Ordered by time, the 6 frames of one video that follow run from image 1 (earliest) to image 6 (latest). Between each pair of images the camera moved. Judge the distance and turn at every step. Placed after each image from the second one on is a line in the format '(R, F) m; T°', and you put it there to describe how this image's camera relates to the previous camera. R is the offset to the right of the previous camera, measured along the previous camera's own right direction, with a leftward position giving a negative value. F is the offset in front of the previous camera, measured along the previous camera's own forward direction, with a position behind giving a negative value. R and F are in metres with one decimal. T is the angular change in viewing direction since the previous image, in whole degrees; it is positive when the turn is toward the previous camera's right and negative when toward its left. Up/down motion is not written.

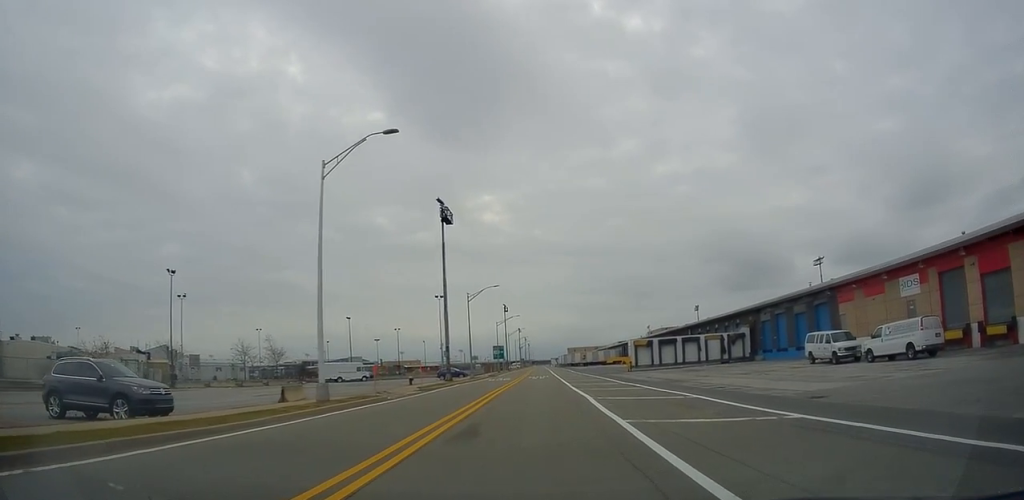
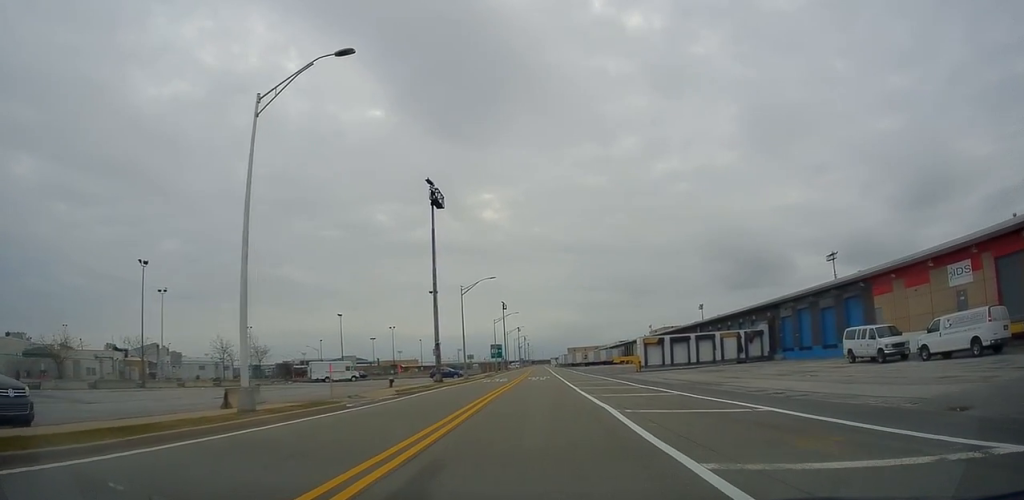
(0.0, +6.2) m; -2°
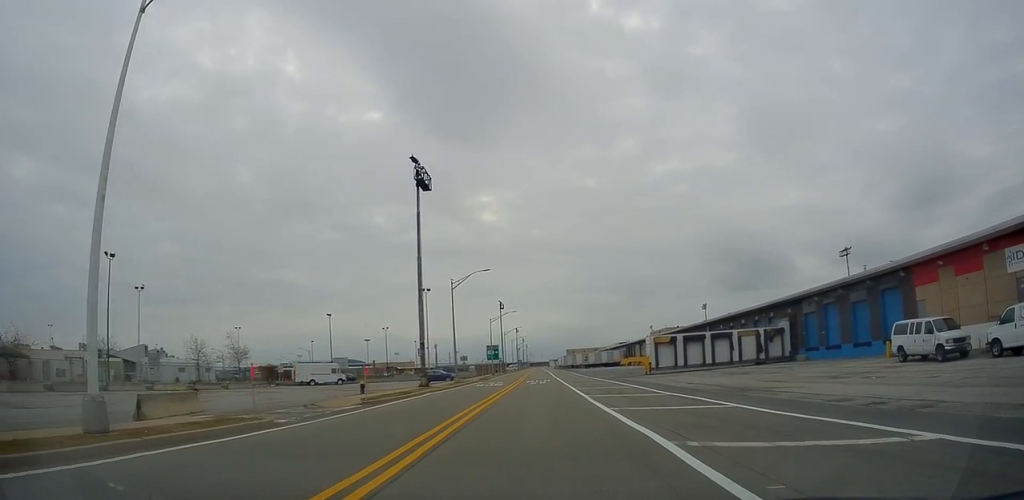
(-0.2, +6.5) m; 0°
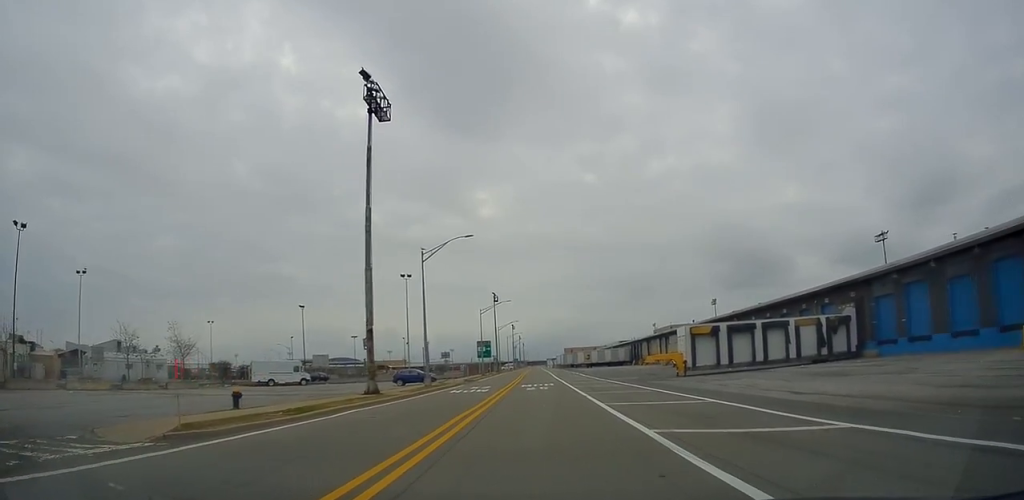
(+0.4, +14.4) m; +3°
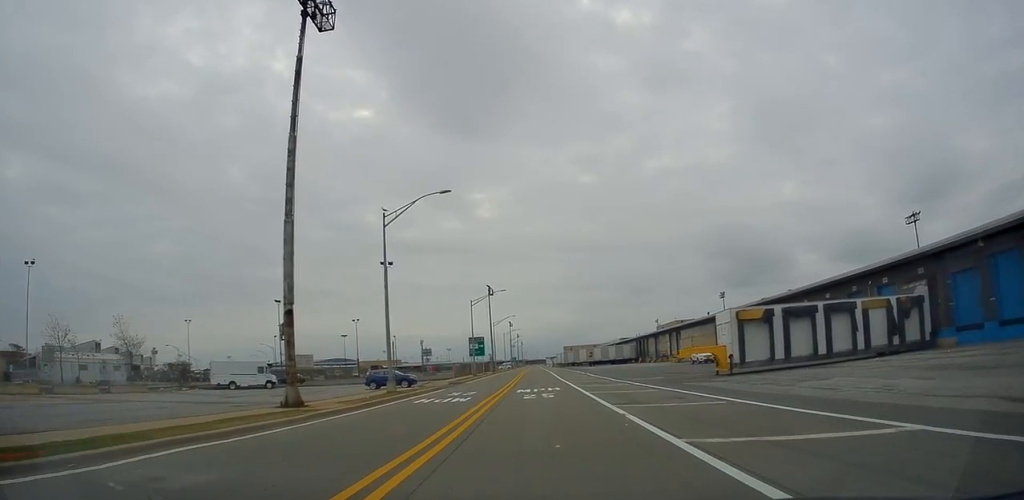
(0.0, +10.3) m; 0°
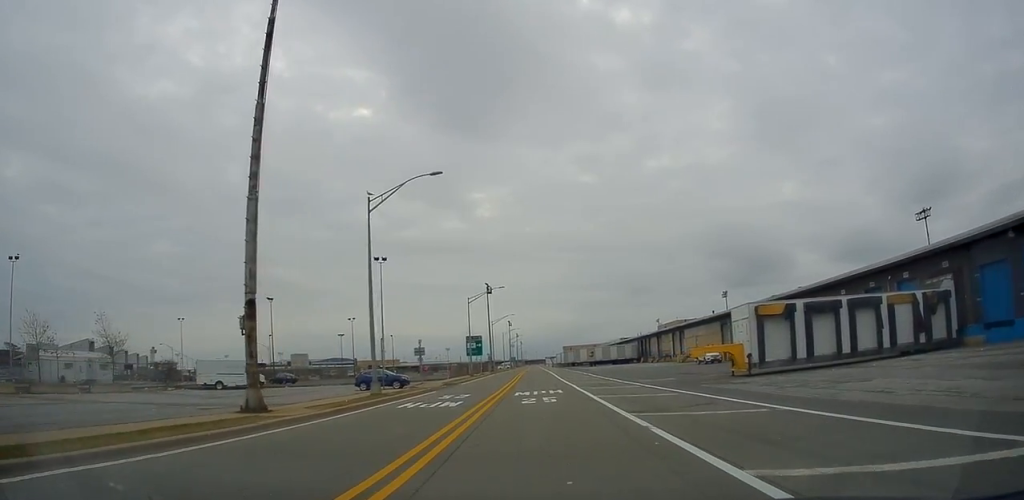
(0.0, +2.9) m; 0°
